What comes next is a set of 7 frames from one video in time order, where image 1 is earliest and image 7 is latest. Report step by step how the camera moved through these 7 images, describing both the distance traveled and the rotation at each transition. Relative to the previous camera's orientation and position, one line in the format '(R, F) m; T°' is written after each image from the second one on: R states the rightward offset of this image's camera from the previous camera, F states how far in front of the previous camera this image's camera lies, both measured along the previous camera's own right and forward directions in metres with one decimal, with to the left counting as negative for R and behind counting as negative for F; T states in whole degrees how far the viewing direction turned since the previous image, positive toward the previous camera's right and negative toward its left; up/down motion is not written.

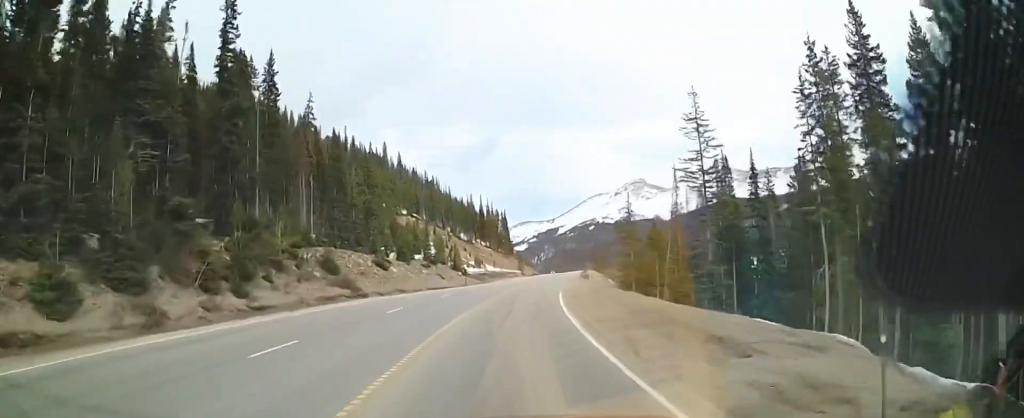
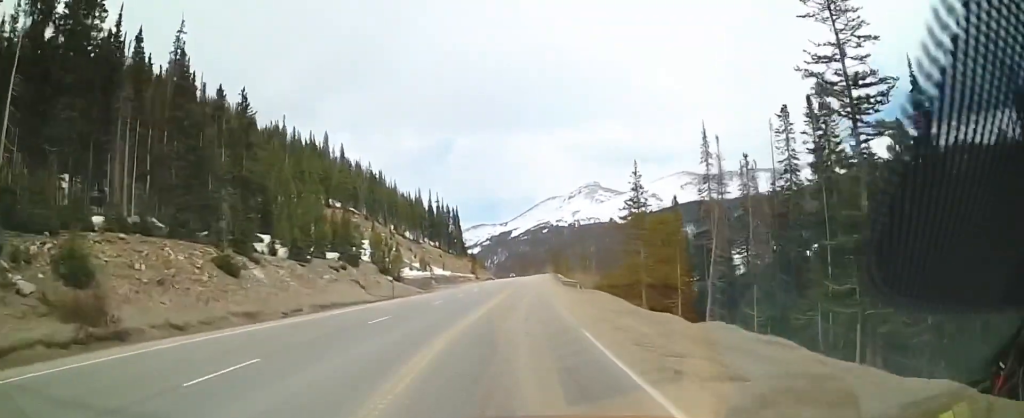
(+1.2, +28.0) m; +6°
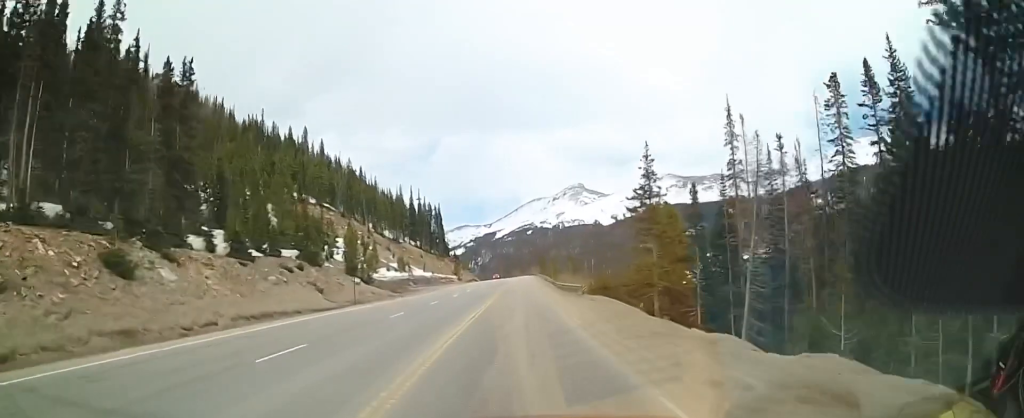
(+0.6, +9.7) m; +3°
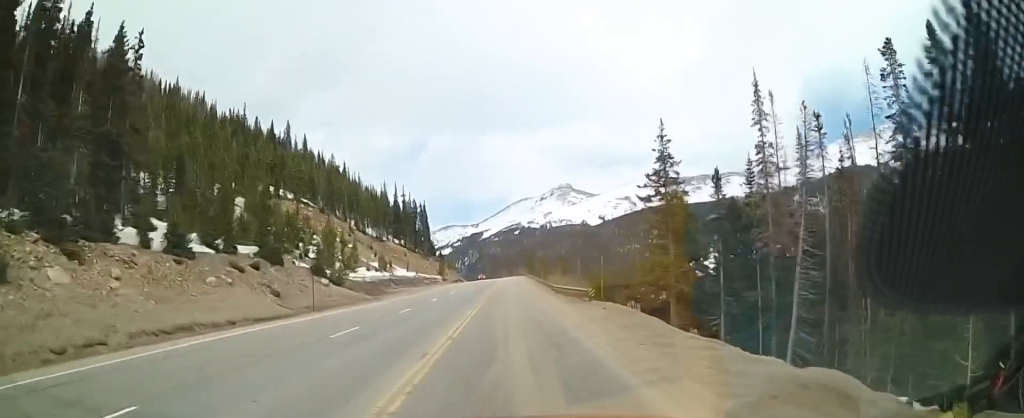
(+0.2, +7.6) m; +2°
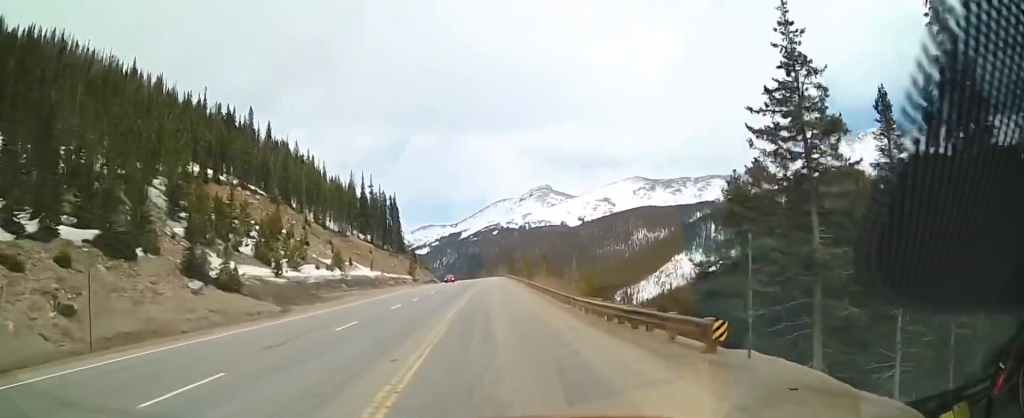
(+0.5, +20.7) m; +1°
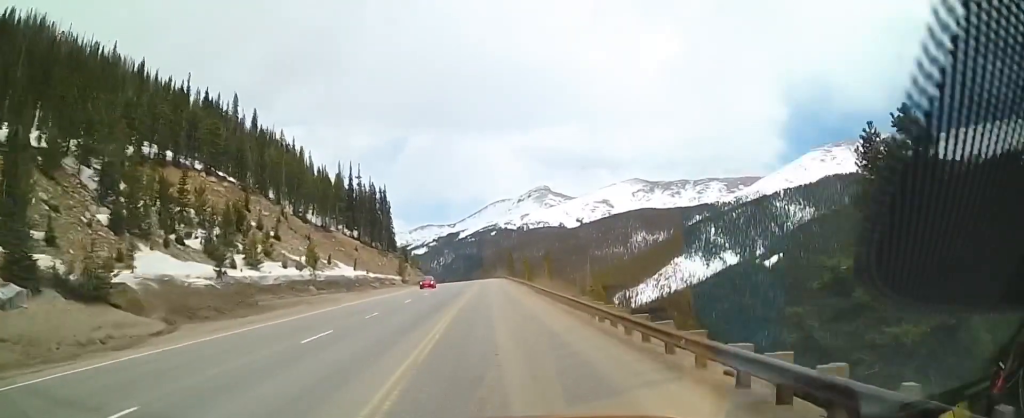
(-0.1, +14.8) m; 0°
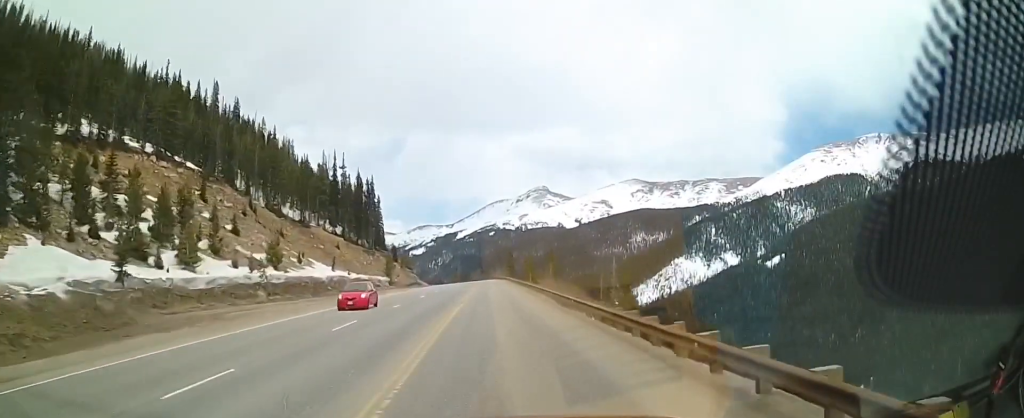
(0.0, +16.0) m; 0°
